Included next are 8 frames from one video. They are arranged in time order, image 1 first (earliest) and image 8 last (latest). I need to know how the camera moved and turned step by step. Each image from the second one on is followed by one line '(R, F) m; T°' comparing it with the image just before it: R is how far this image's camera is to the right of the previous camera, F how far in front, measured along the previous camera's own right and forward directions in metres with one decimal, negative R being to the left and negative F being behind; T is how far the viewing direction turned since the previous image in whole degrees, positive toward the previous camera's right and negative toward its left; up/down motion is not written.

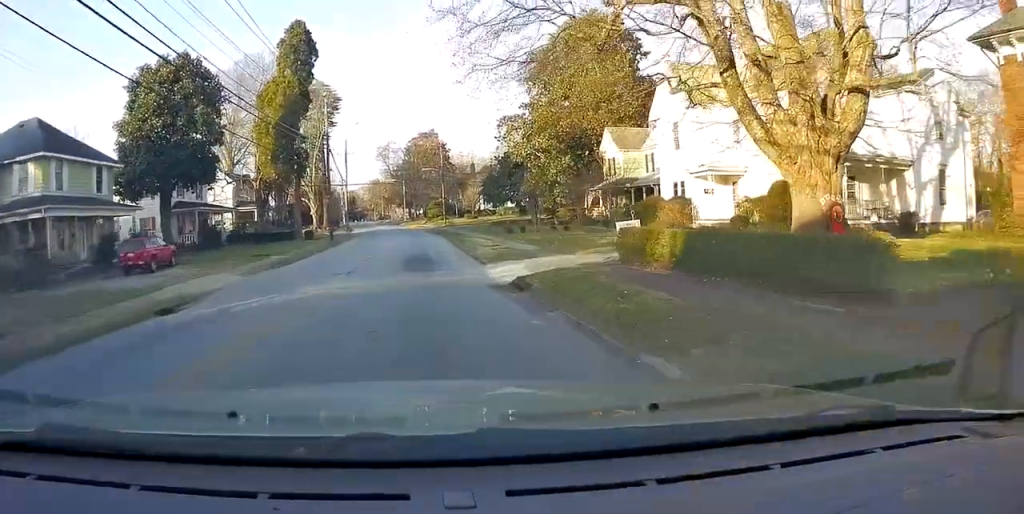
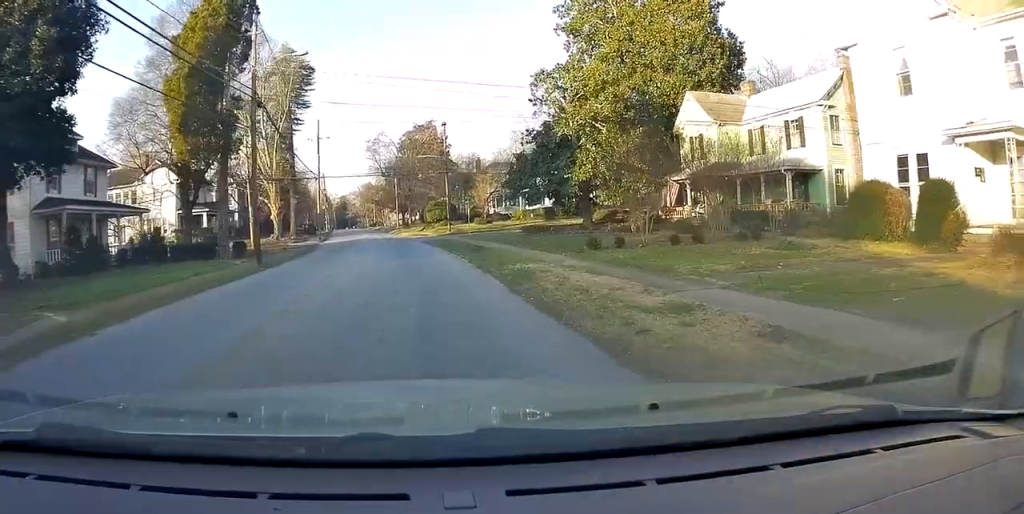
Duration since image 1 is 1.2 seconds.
(0.0, +19.4) m; 0°
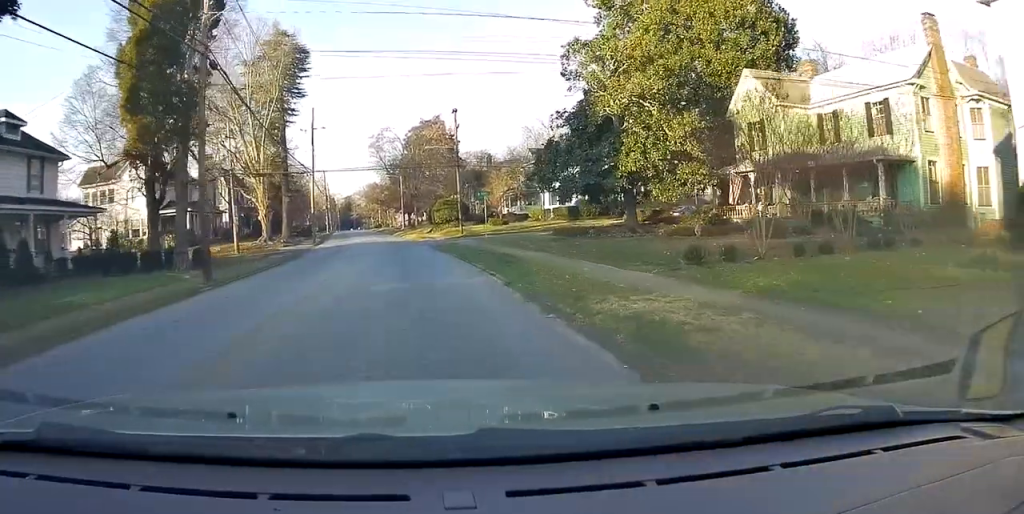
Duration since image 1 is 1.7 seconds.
(0.0, +7.0) m; 0°
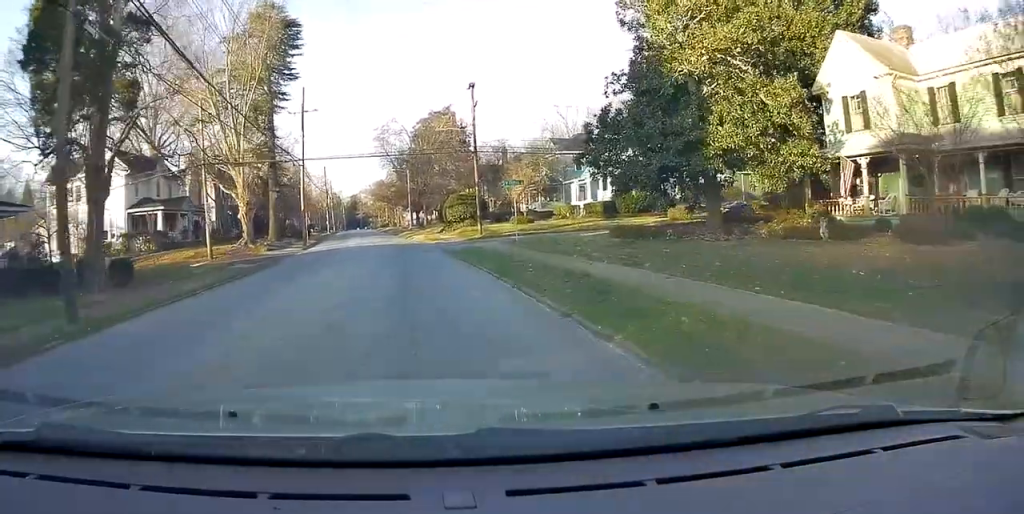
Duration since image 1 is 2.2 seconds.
(0.0, +8.2) m; 0°
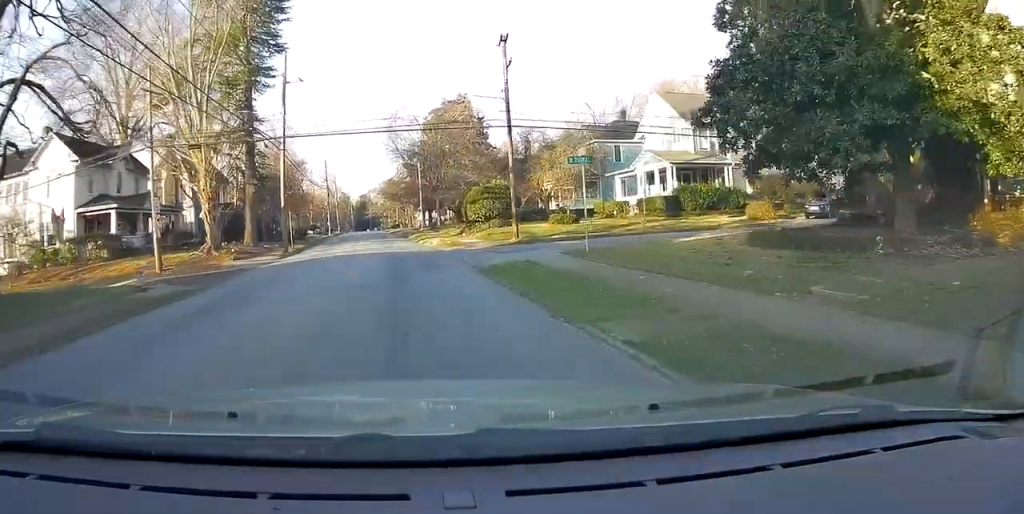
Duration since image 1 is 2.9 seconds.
(0.0, +10.0) m; 0°
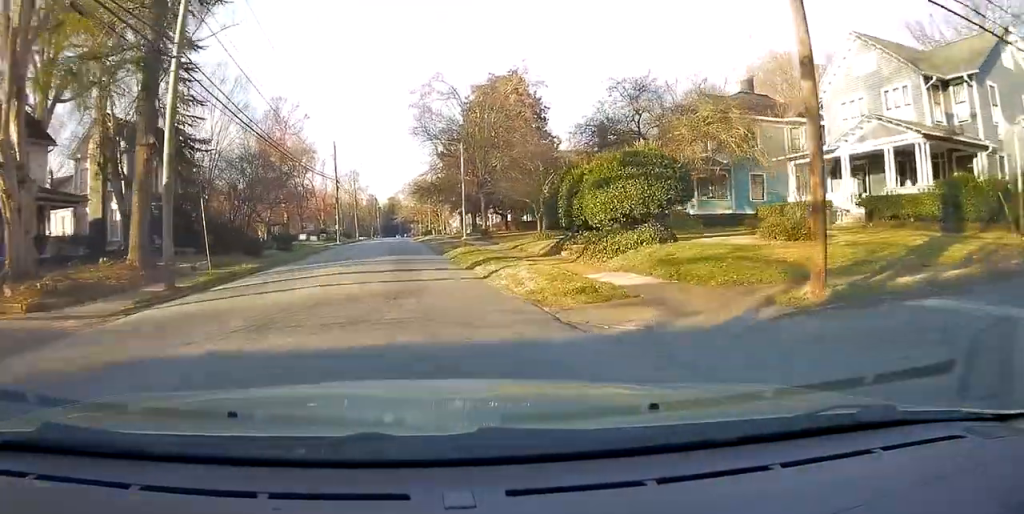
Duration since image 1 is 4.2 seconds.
(-0.3, +20.3) m; -4°
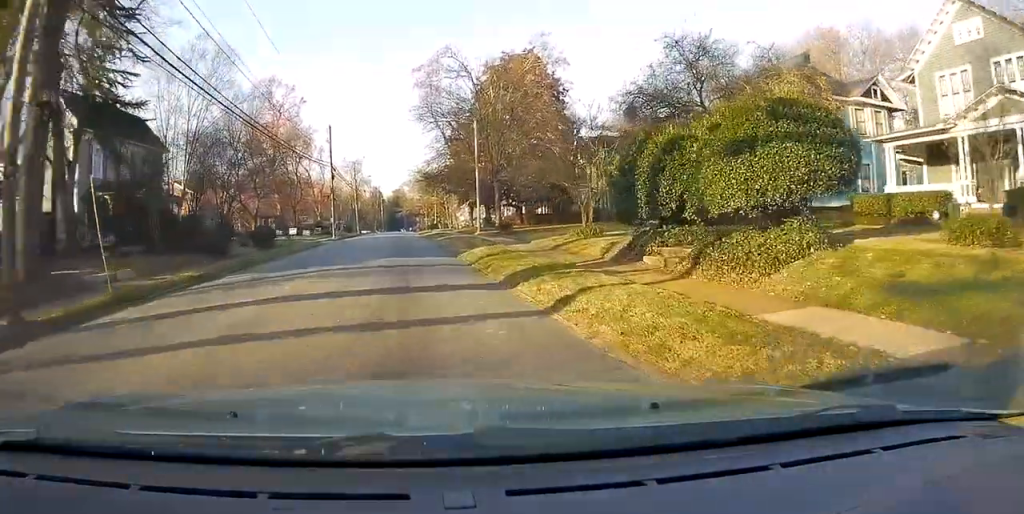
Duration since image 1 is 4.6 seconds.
(+0.2, +7.0) m; -2°
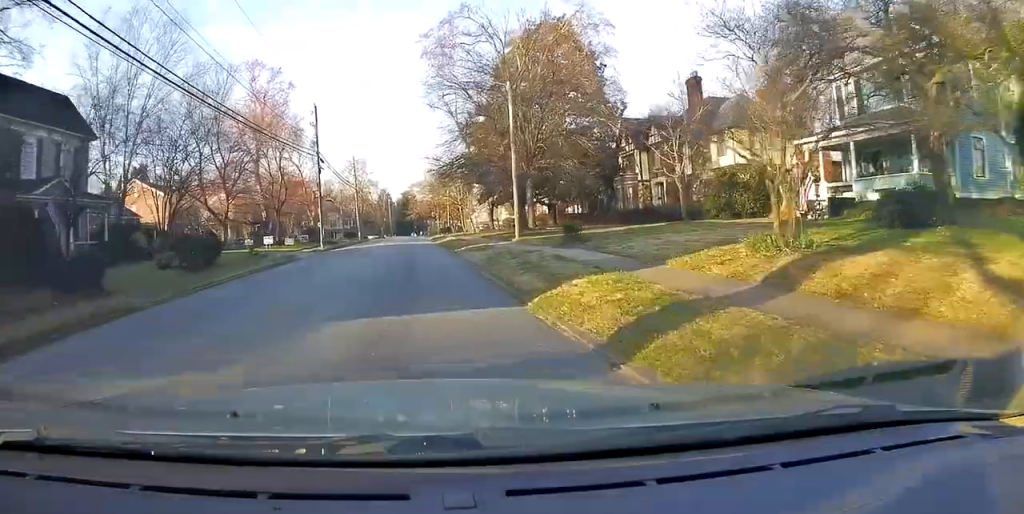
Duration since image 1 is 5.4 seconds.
(-0.8, +11.9) m; -1°
